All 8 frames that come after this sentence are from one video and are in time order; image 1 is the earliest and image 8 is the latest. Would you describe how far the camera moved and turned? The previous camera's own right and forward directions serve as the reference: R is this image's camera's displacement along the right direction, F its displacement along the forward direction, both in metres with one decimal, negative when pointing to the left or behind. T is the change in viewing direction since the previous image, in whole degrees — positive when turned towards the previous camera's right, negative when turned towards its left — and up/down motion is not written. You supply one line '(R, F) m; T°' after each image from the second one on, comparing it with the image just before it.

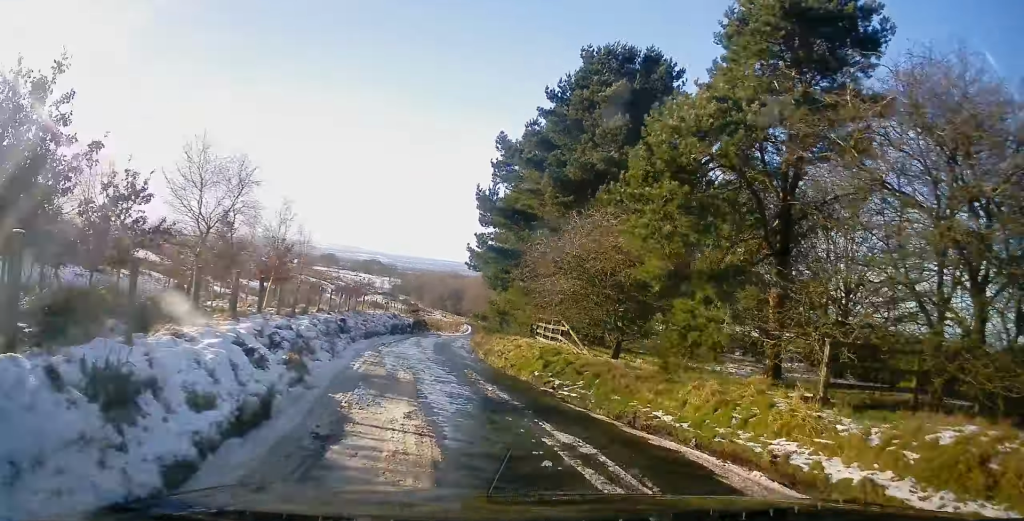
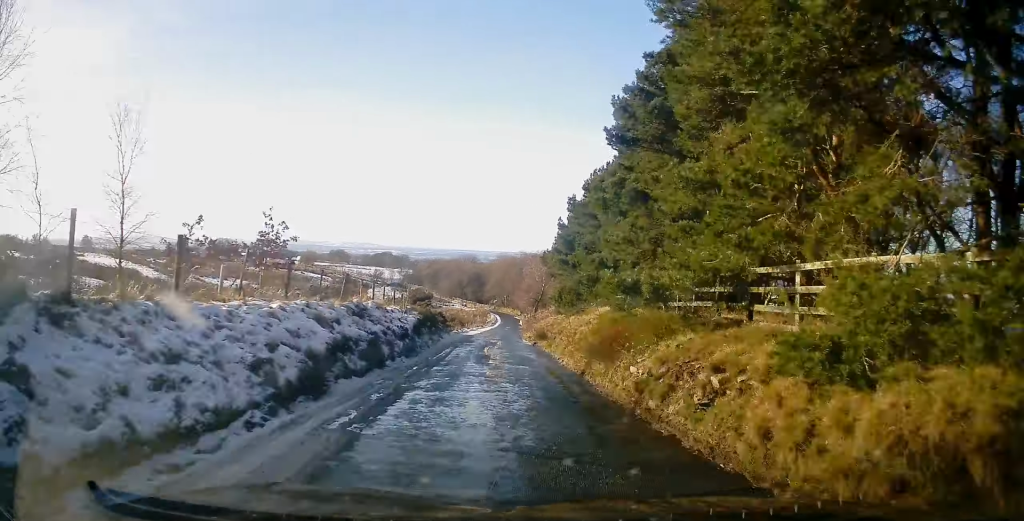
(-2.1, +27.0) m; -2°
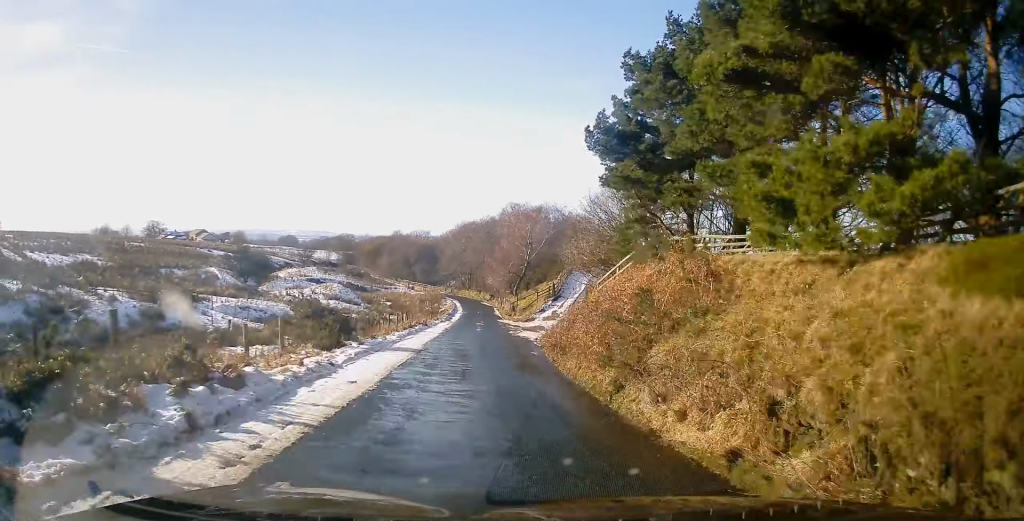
(+1.2, +38.3) m; +1°
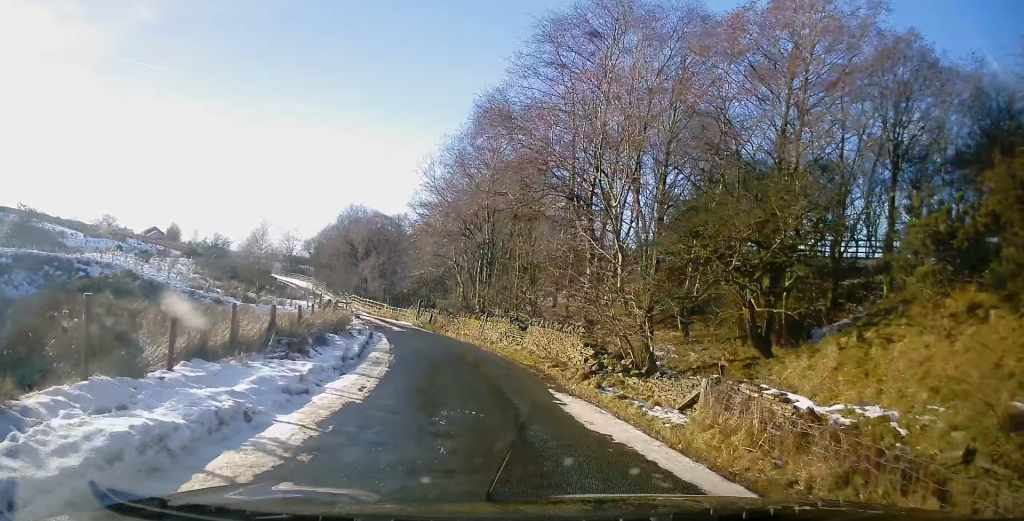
(-1.8, +69.2) m; -11°
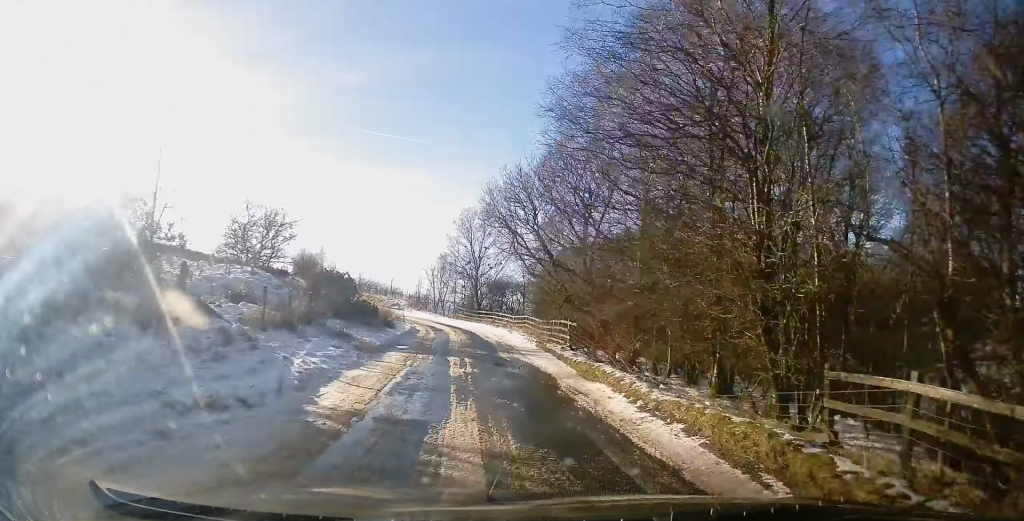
(-10.6, +58.0) m; -17°
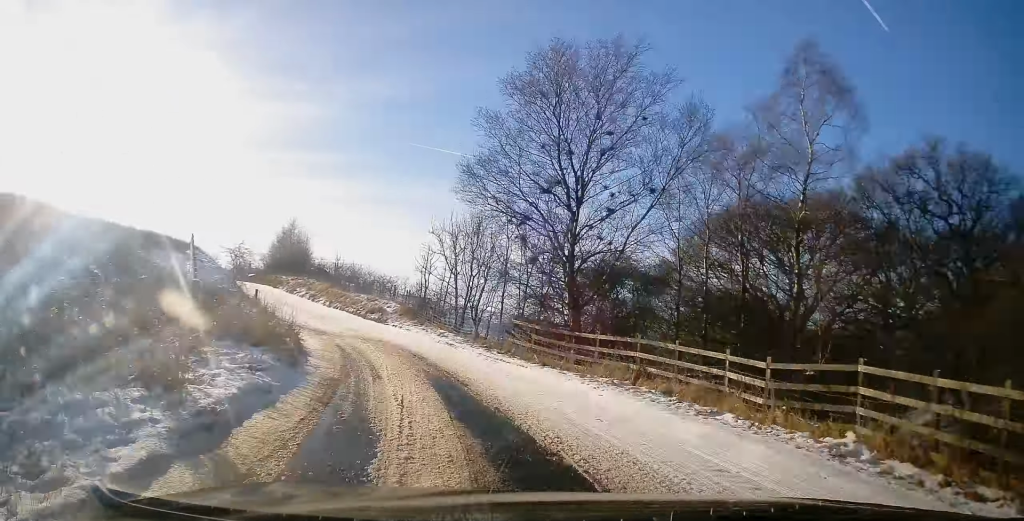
(-0.9, +29.4) m; -10°
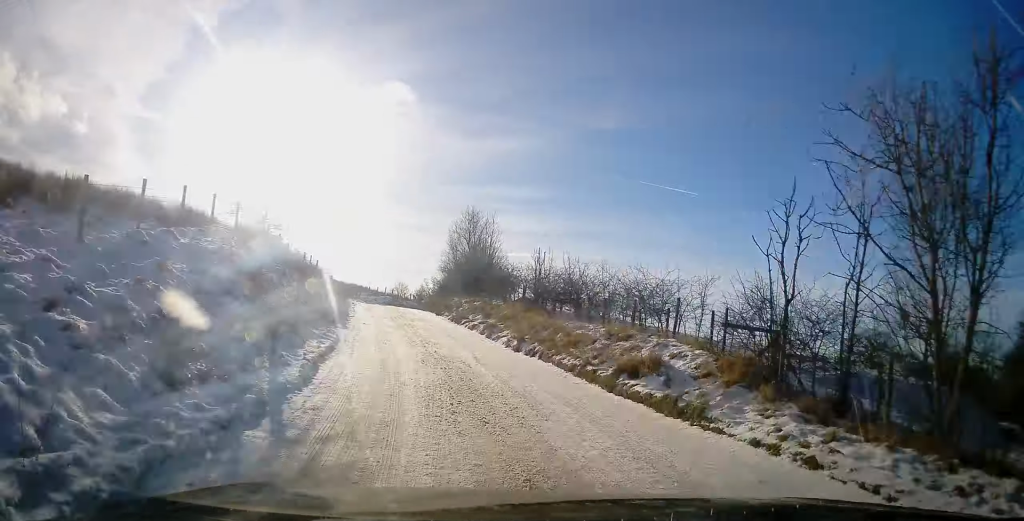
(-3.3, +20.0) m; -8°
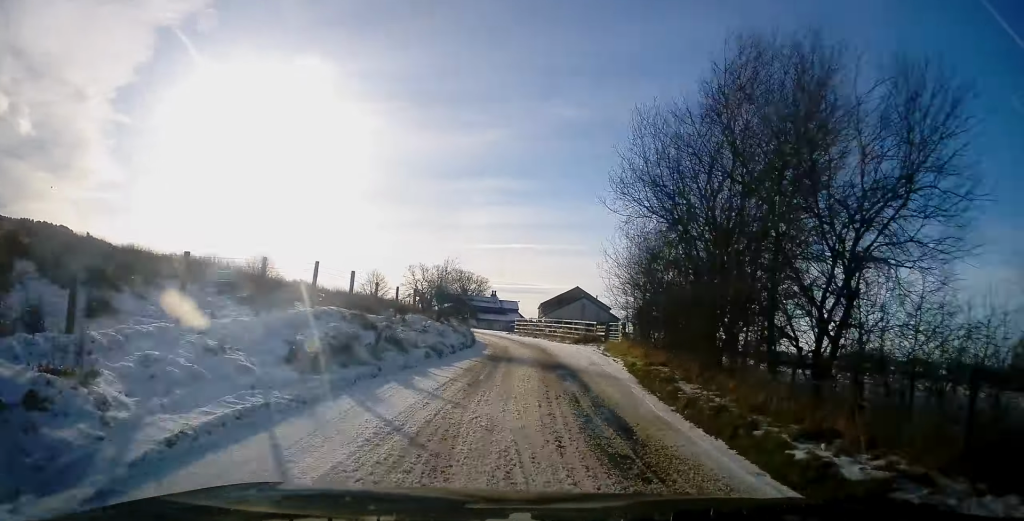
(-3.4, +54.0) m; -3°
